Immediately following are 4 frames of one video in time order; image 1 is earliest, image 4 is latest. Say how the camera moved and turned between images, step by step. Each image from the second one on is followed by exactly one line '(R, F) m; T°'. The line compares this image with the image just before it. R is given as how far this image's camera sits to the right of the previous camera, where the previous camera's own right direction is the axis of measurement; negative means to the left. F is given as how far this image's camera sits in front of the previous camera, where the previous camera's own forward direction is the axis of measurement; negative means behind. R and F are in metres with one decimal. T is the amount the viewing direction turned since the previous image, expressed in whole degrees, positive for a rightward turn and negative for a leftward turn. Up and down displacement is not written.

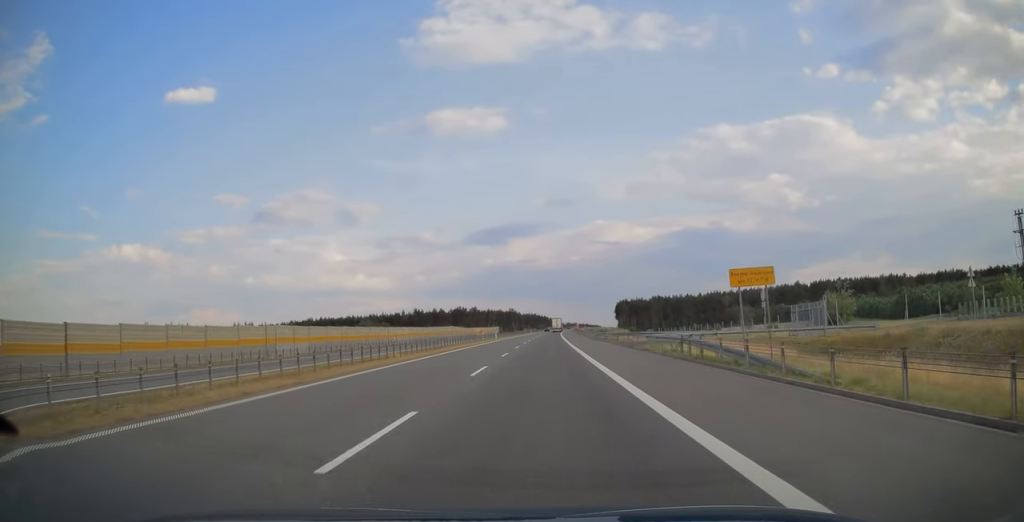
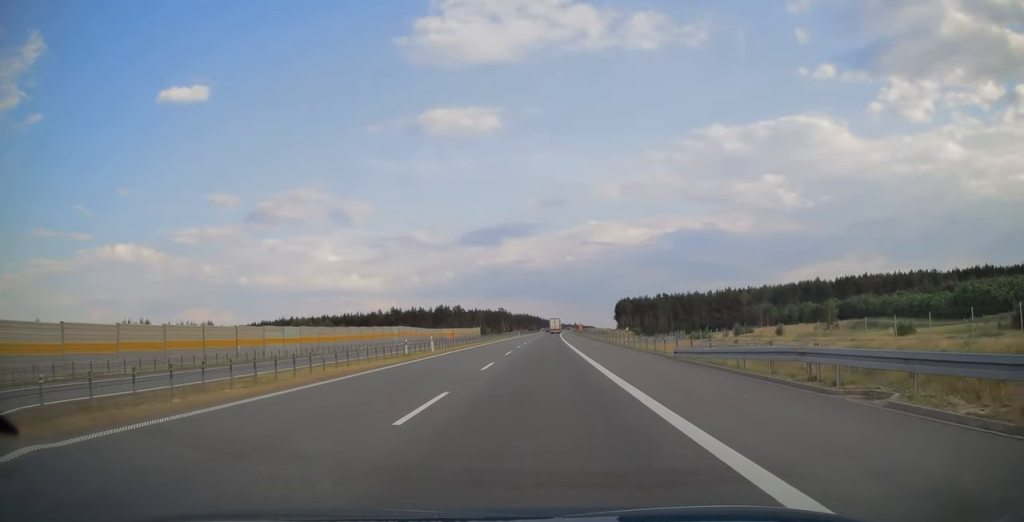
(+0.1, +45.0) m; +1°
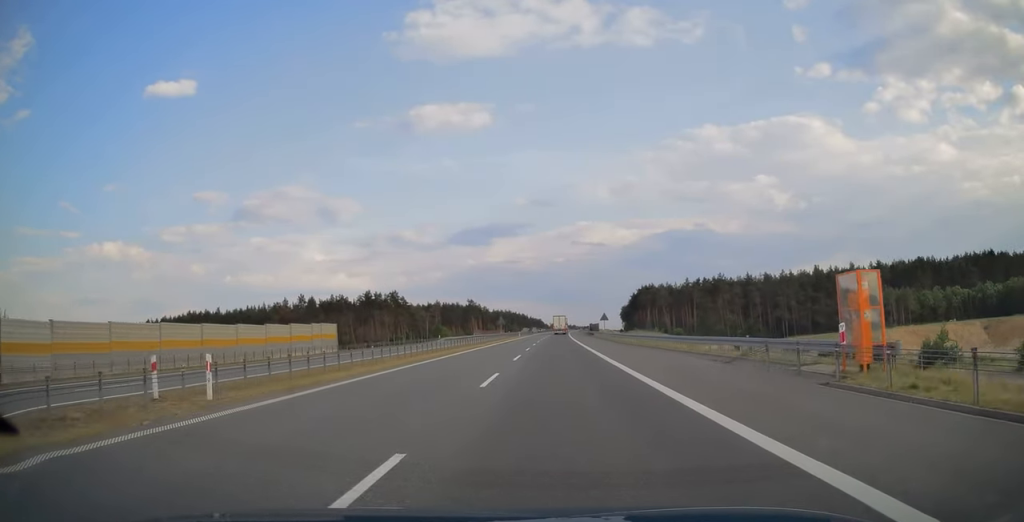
(+1.5, +126.5) m; +1°
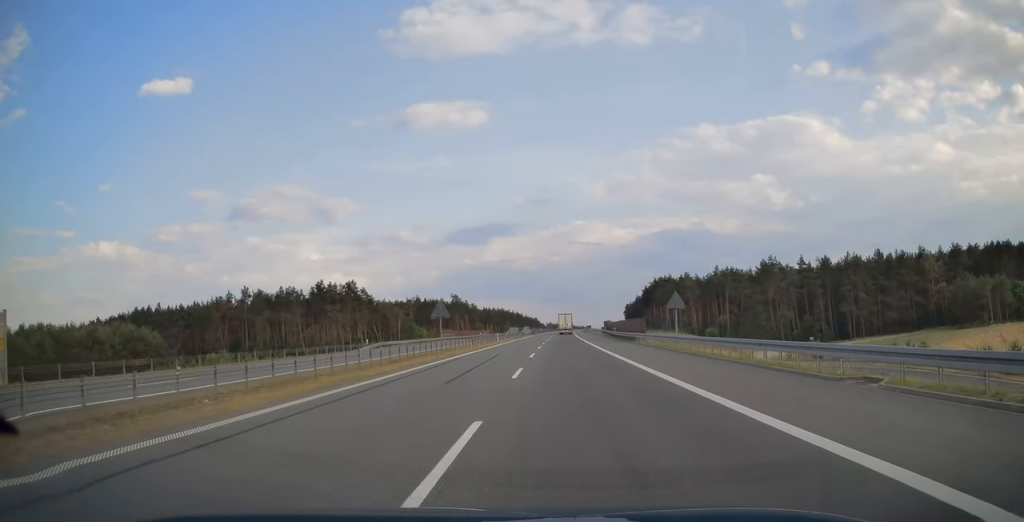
(+0.1, +45.7) m; 0°
